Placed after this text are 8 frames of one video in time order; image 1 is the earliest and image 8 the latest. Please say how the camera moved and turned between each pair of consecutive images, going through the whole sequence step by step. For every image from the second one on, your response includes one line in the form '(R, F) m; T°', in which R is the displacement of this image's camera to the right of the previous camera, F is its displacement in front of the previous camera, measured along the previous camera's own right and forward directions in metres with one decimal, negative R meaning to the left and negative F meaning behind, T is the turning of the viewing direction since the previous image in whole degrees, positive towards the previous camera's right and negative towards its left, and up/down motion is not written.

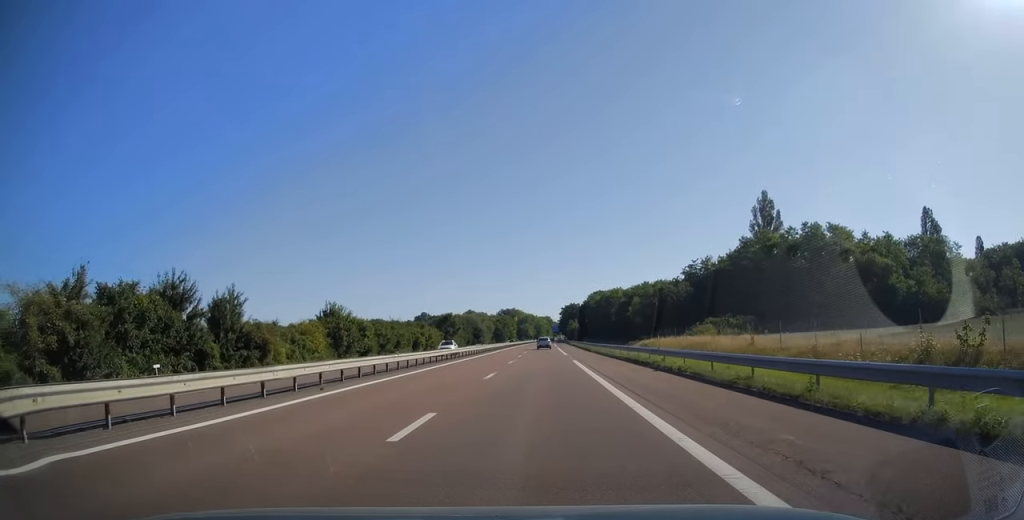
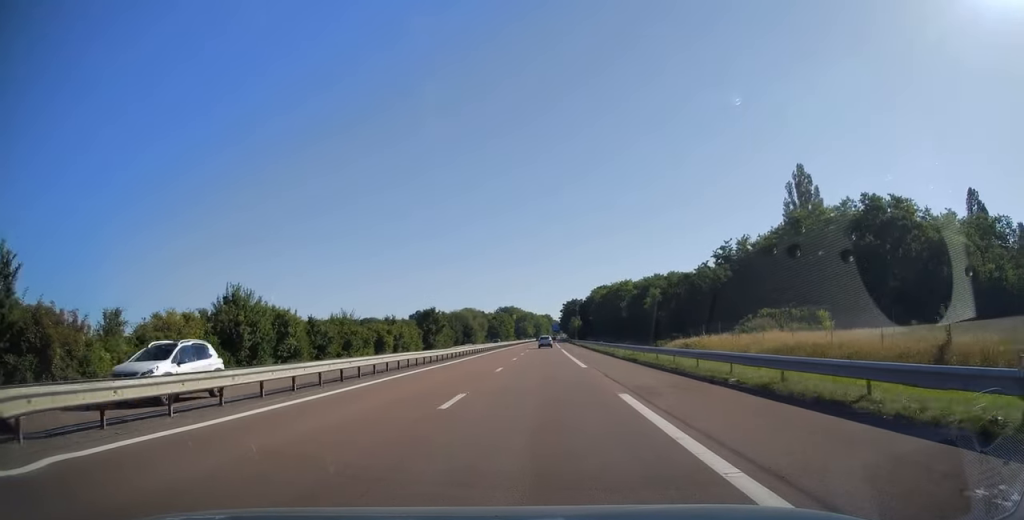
(0.0, +22.1) m; 0°
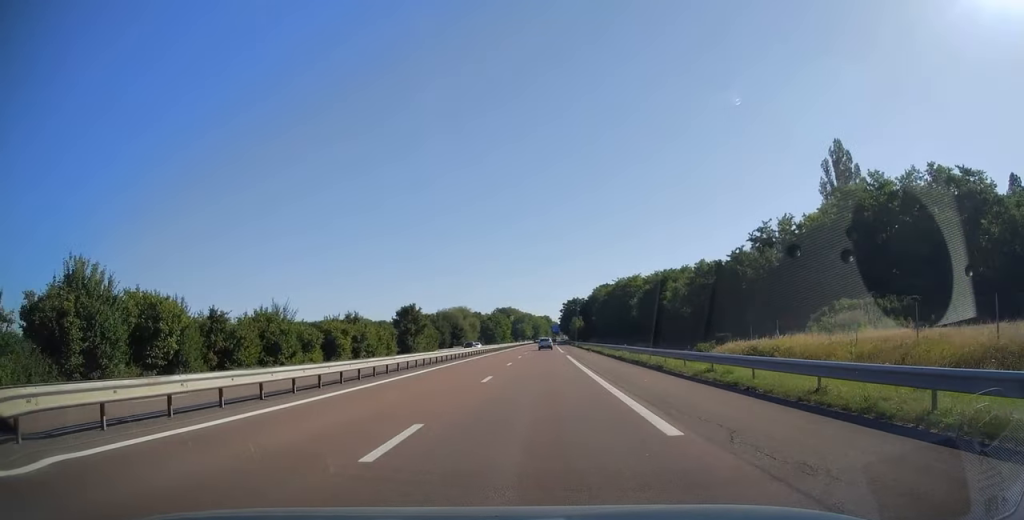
(0.0, +18.0) m; 0°
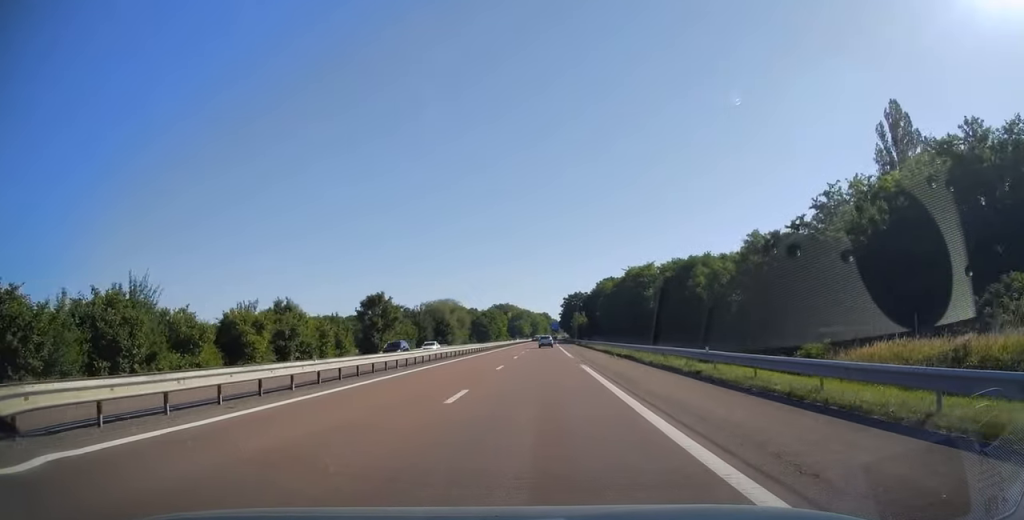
(0.0, +20.1) m; 0°
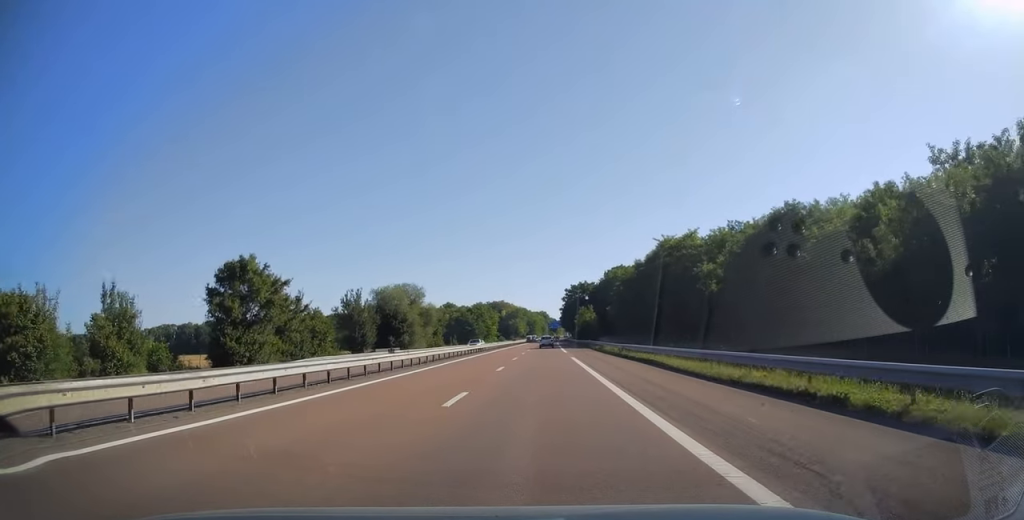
(+0.3, +39.2) m; 0°
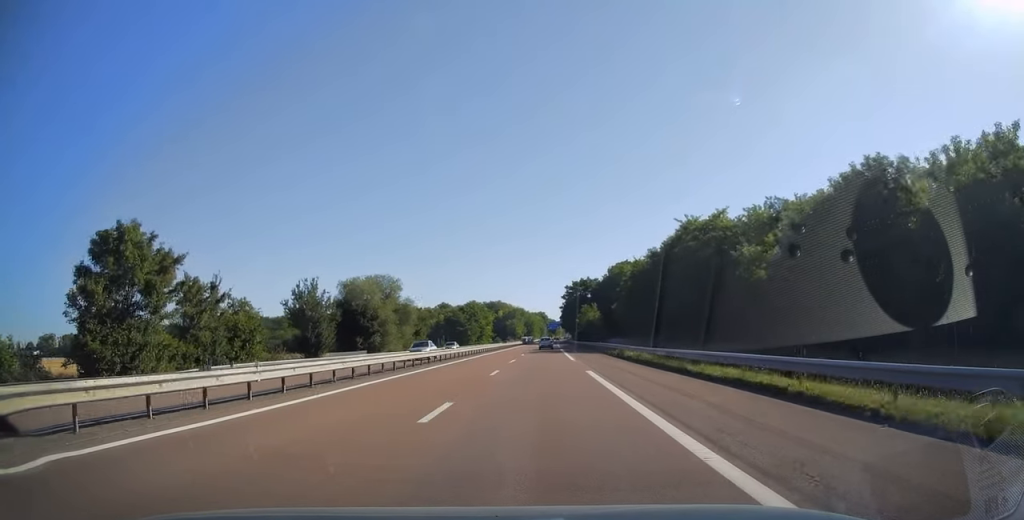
(0.0, +15.5) m; 0°
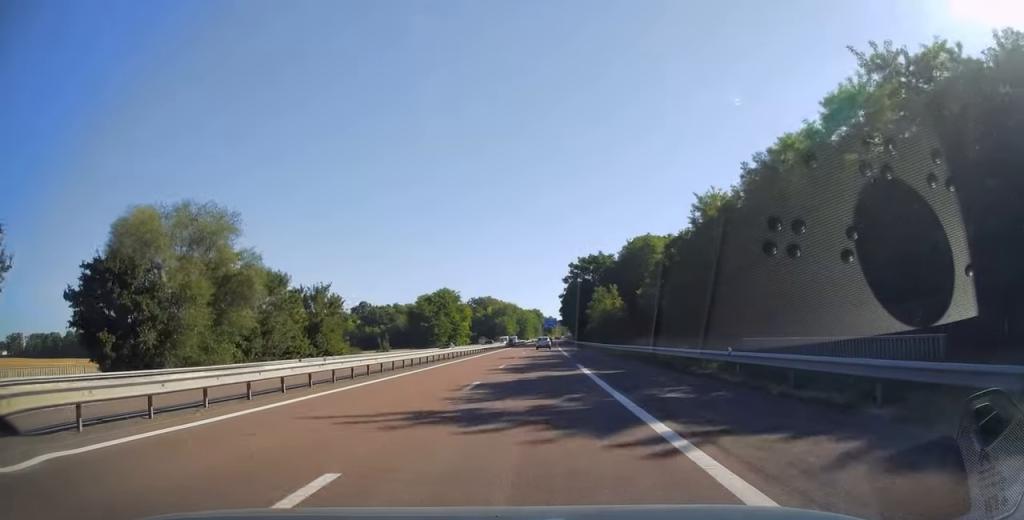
(+0.2, +45.9) m; 0°
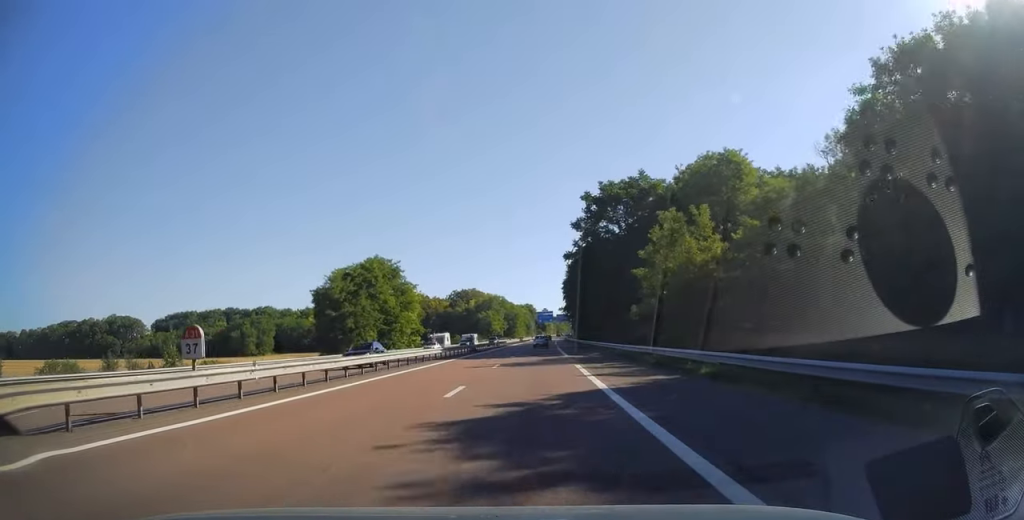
(+0.1, +54.2) m; +1°
